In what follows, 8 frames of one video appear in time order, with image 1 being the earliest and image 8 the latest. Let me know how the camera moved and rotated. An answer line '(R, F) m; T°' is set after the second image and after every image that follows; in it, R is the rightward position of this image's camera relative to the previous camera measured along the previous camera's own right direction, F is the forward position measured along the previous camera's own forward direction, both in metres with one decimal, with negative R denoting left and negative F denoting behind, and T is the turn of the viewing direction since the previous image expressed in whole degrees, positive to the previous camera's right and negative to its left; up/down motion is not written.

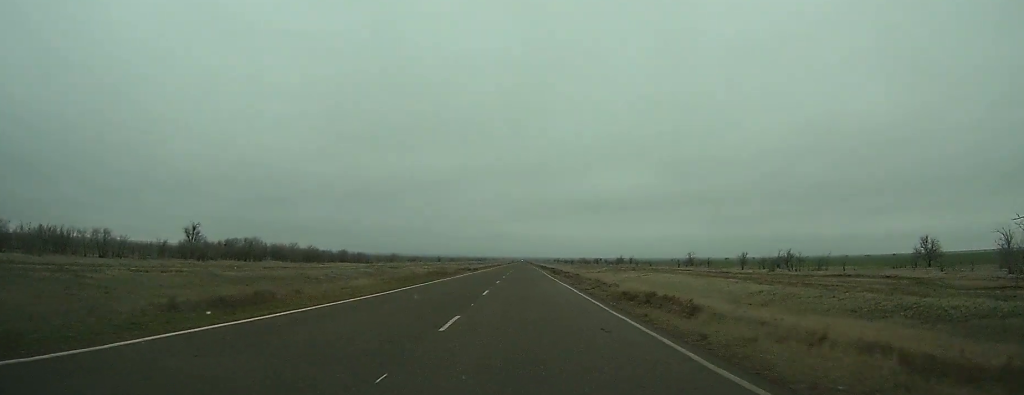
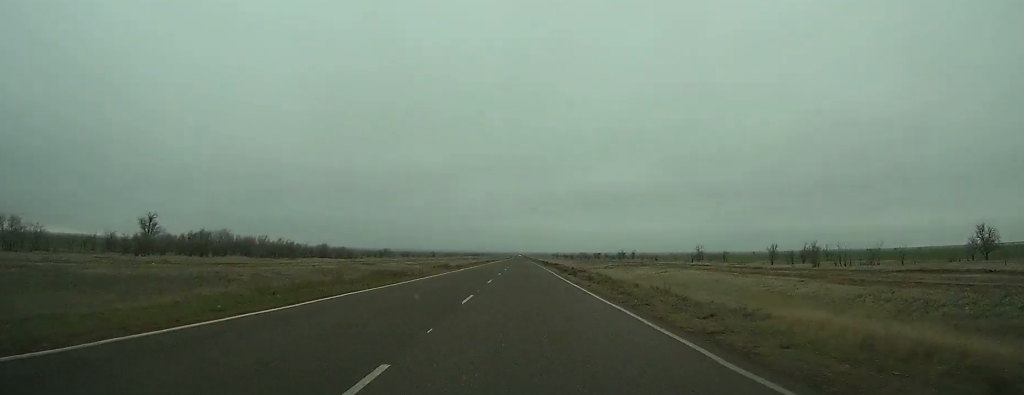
(0.0, +20.3) m; 0°
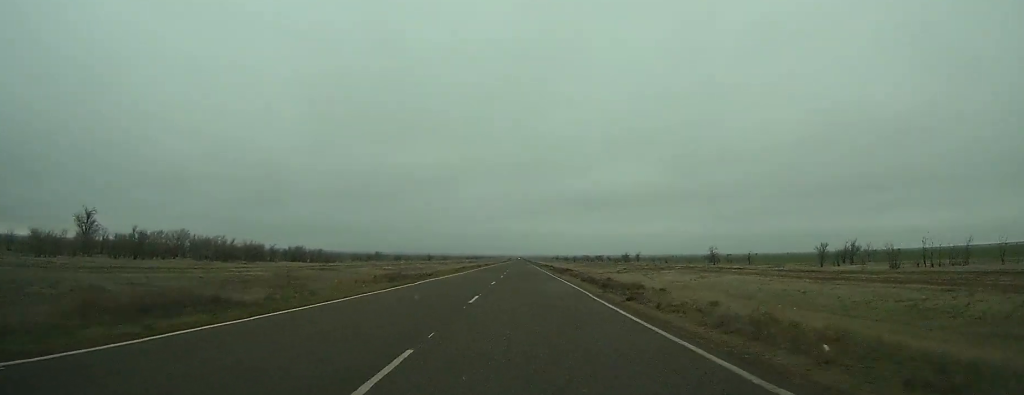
(0.0, +23.6) m; 0°
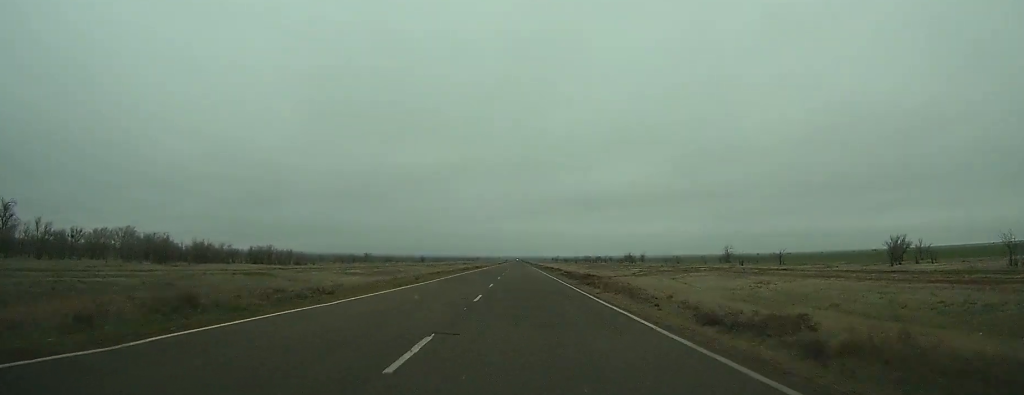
(0.0, +23.5) m; 0°
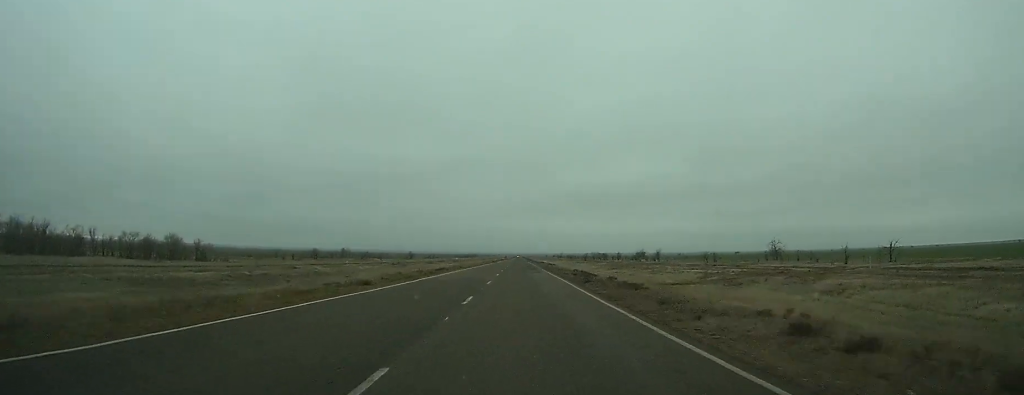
(0.0, +48.7) m; 0°
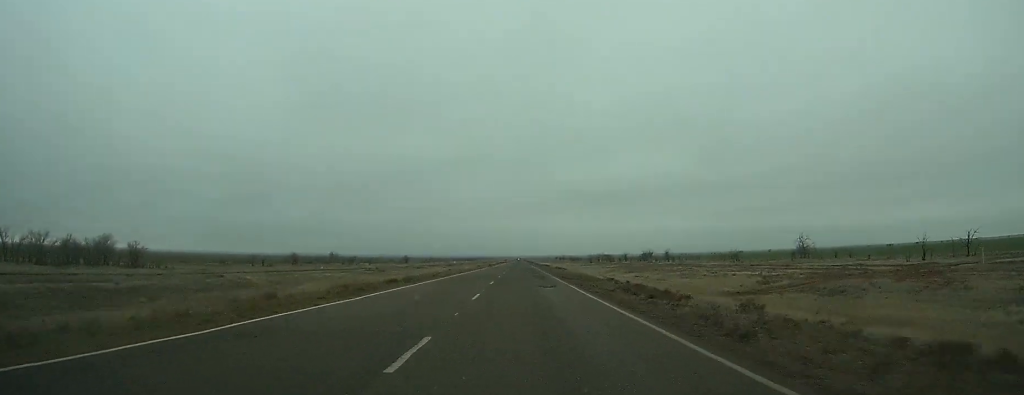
(0.0, +20.3) m; 0°
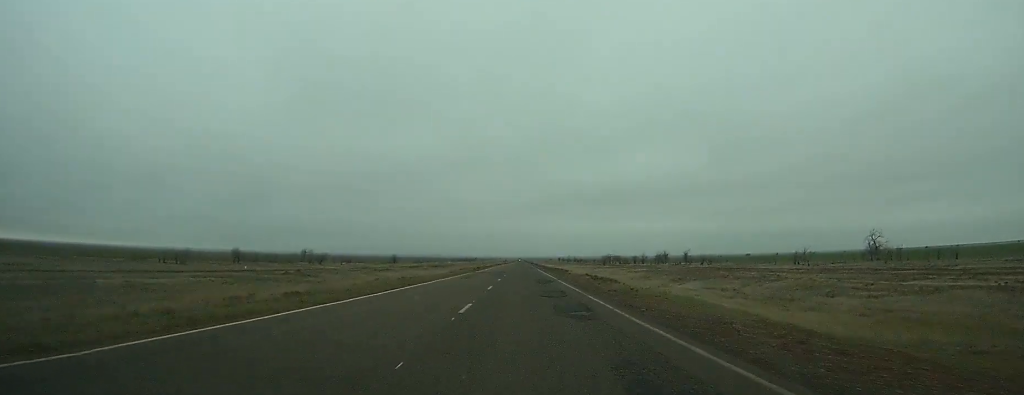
(-0.1, +38.7) m; 0°
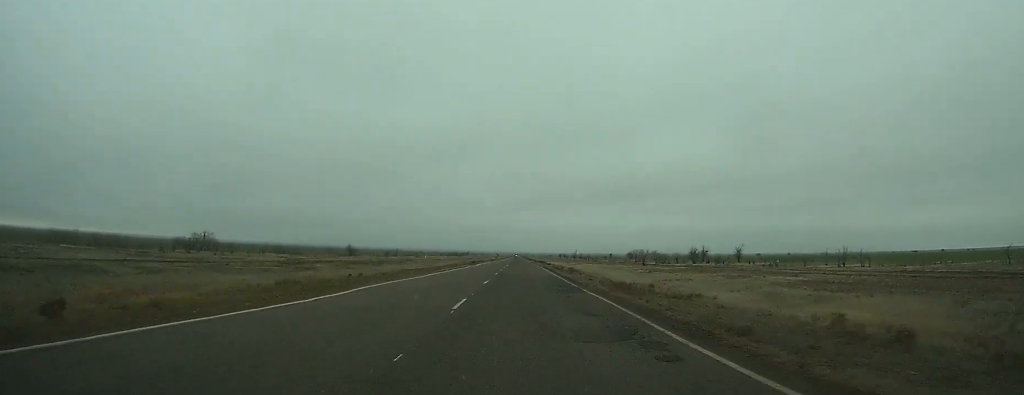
(+0.3, +85.0) m; +1°
